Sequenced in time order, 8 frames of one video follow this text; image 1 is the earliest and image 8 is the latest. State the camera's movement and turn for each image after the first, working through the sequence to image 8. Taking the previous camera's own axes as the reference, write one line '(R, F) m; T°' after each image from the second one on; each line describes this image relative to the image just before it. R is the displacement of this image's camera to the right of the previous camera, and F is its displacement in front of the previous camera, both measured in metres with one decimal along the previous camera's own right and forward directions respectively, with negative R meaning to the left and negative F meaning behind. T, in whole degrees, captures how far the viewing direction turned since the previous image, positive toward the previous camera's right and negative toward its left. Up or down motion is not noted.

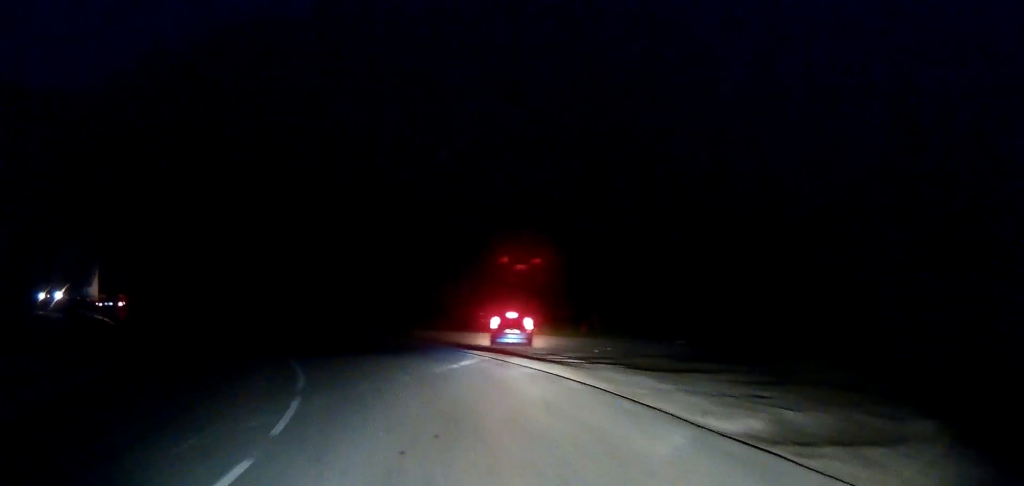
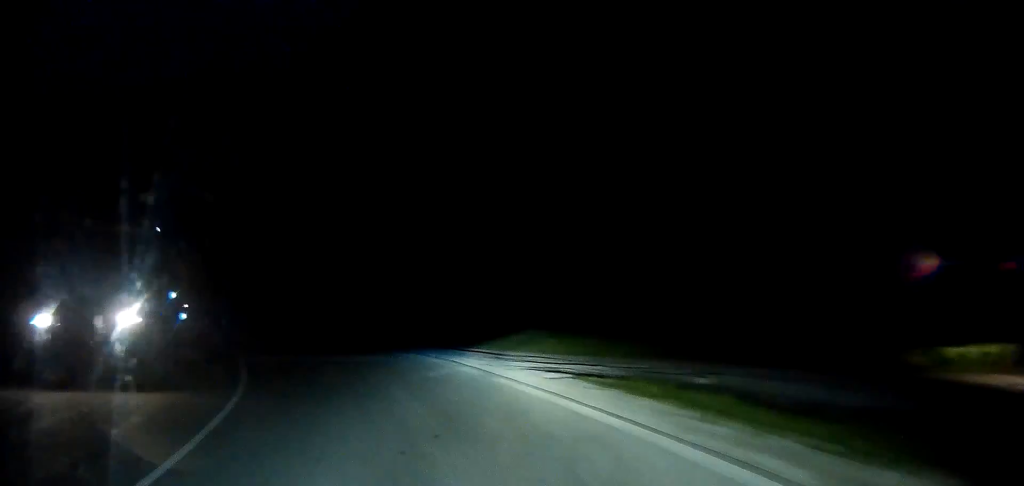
(-4.4, +26.0) m; -25°
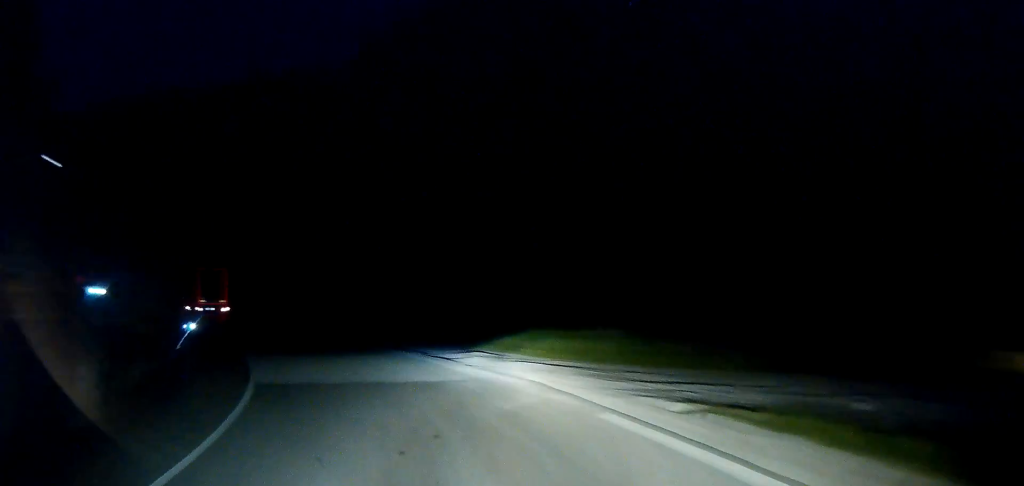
(-0.3, +4.4) m; -6°
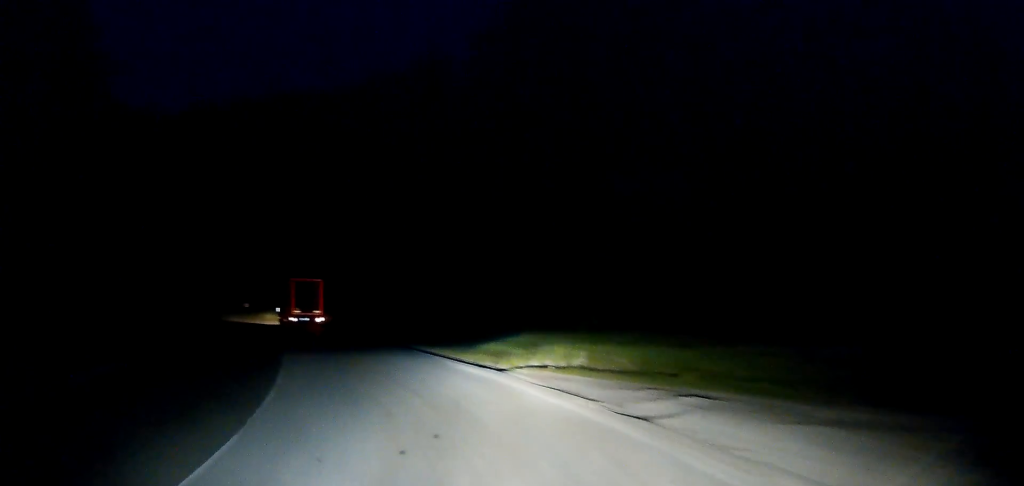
(-1.1, +9.6) m; -11°
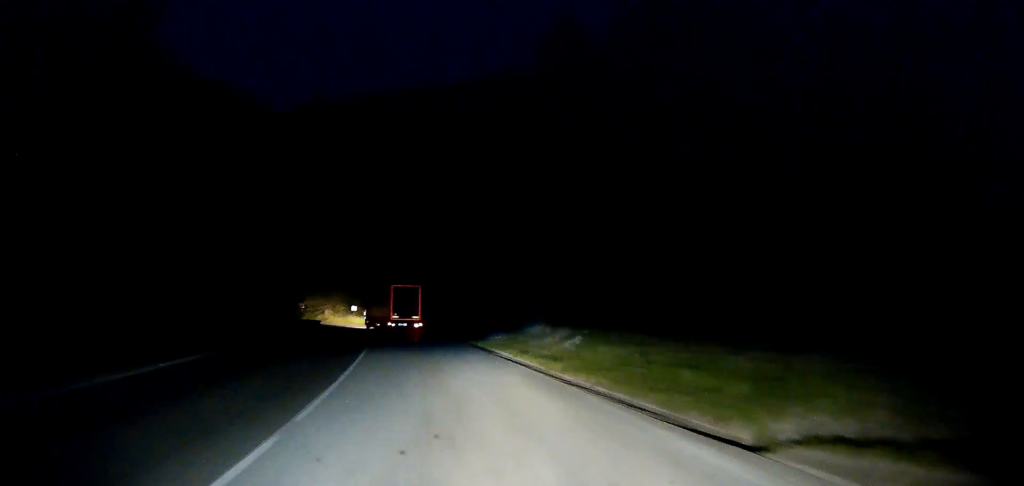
(-0.8, +10.3) m; -7°
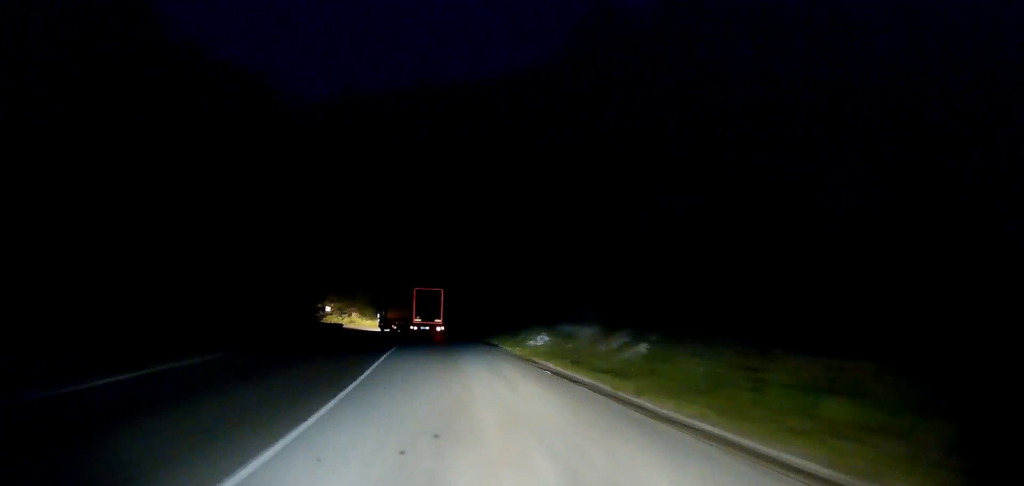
(-0.1, +5.3) m; -2°
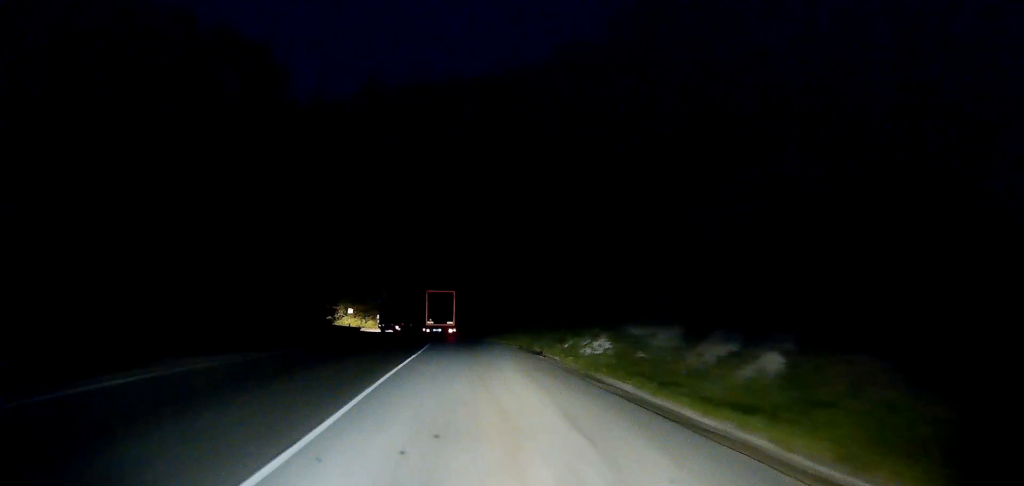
(-0.2, +7.9) m; -1°
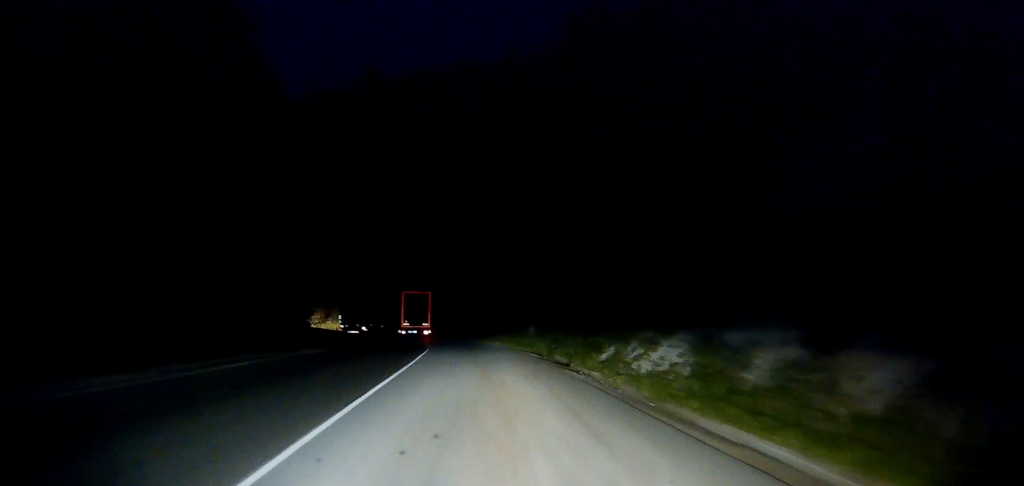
(0.0, +8.7) m; -1°
